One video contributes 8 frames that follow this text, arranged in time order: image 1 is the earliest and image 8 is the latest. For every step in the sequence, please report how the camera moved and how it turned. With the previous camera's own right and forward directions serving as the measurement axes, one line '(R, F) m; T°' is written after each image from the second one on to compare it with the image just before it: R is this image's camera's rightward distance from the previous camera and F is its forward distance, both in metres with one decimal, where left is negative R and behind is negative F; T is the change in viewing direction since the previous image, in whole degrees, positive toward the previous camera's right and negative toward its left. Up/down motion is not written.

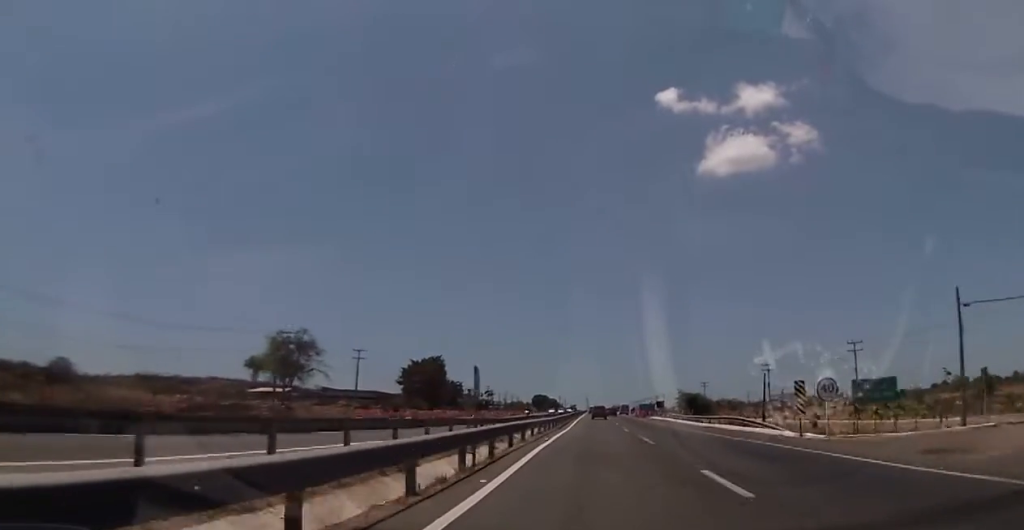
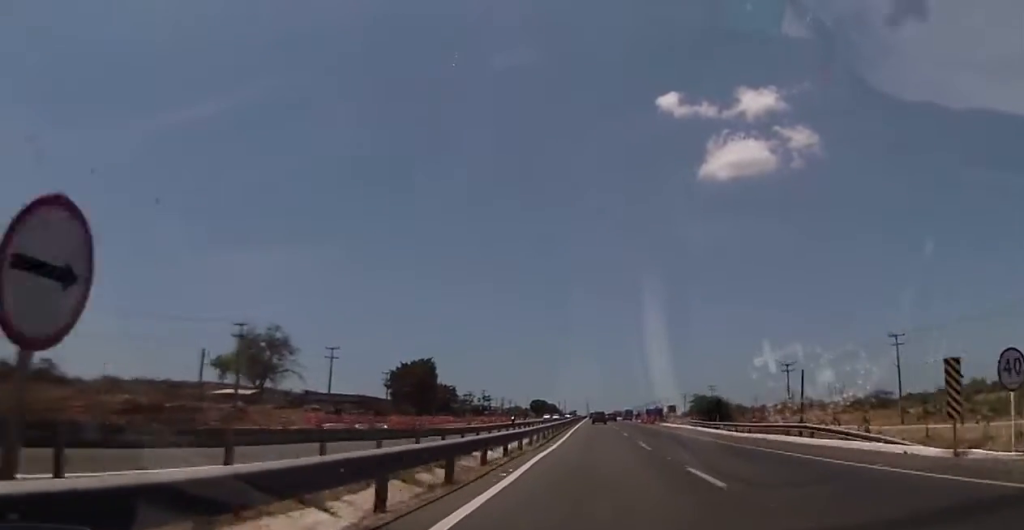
(+0.1, +13.8) m; +1°
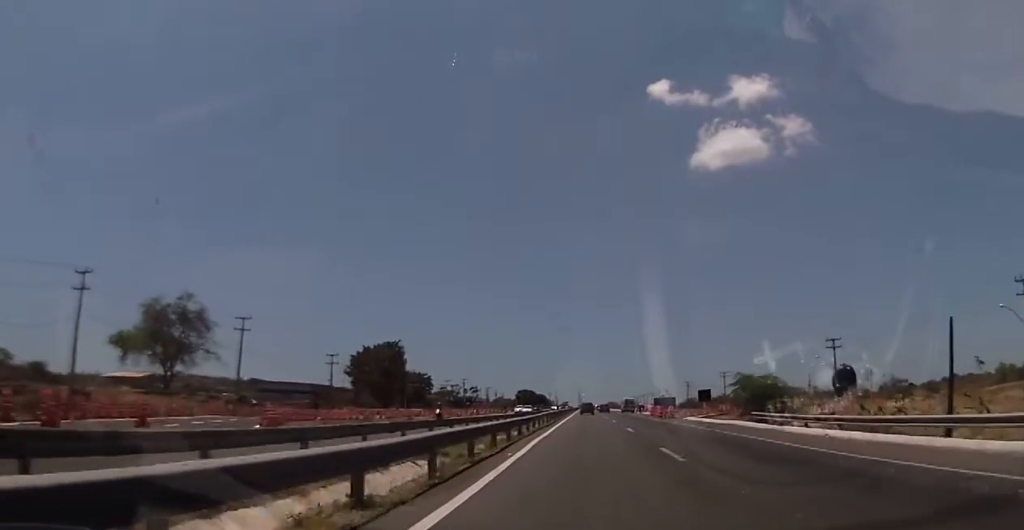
(+0.5, +28.7) m; +1°
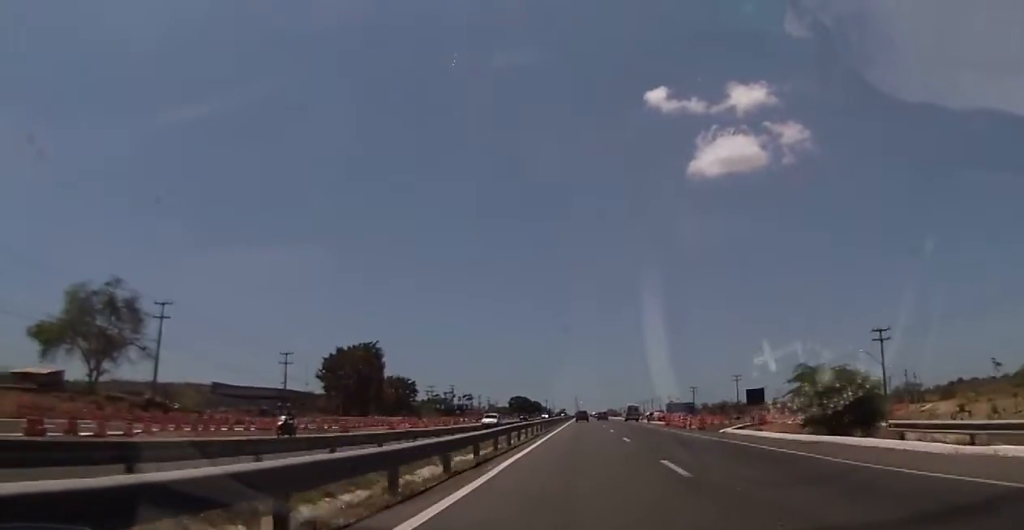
(0.0, +17.6) m; 0°
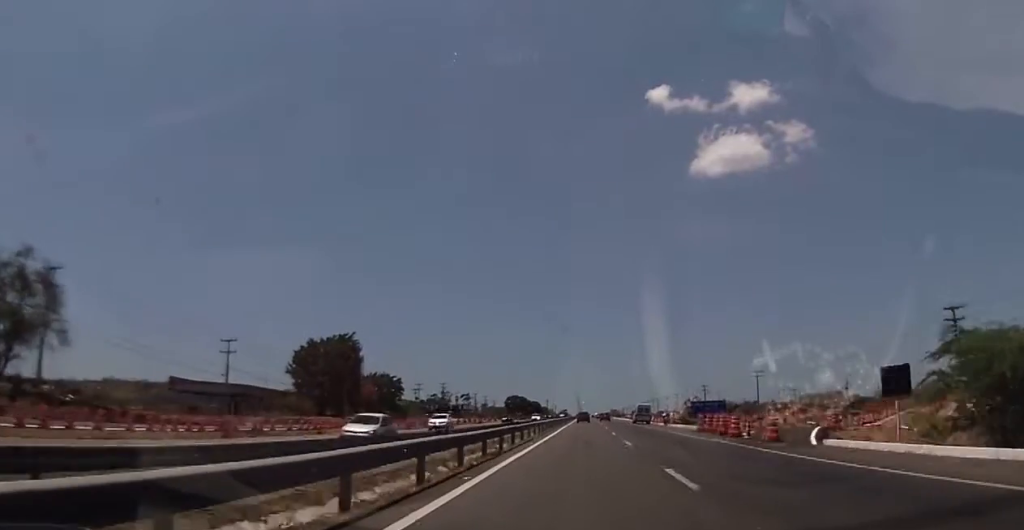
(0.0, +17.7) m; 0°
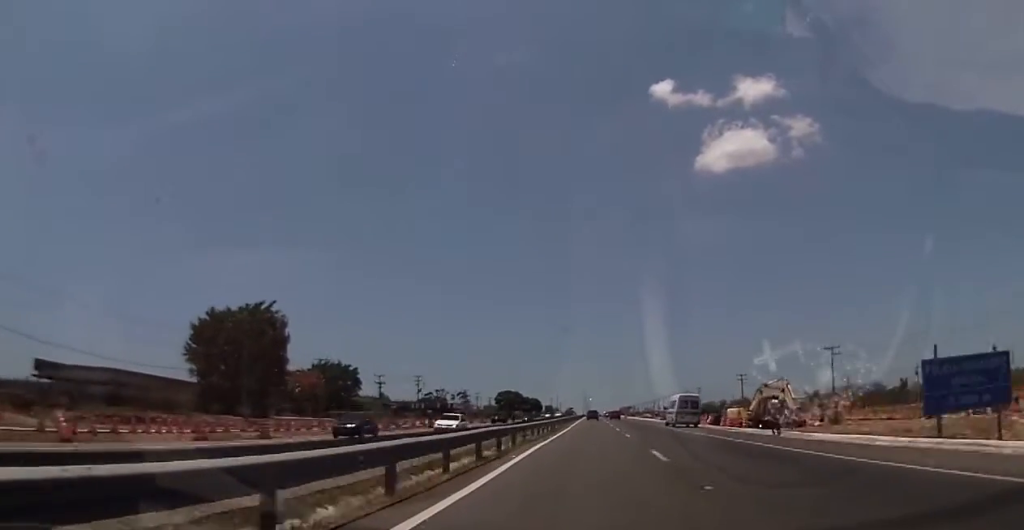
(+0.1, +41.2) m; 0°
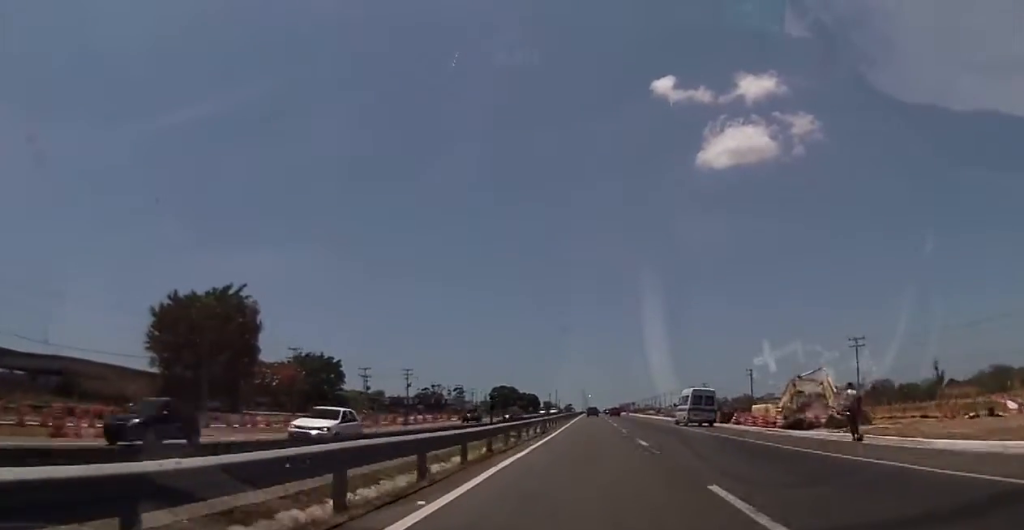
(0.0, +10.1) m; 0°
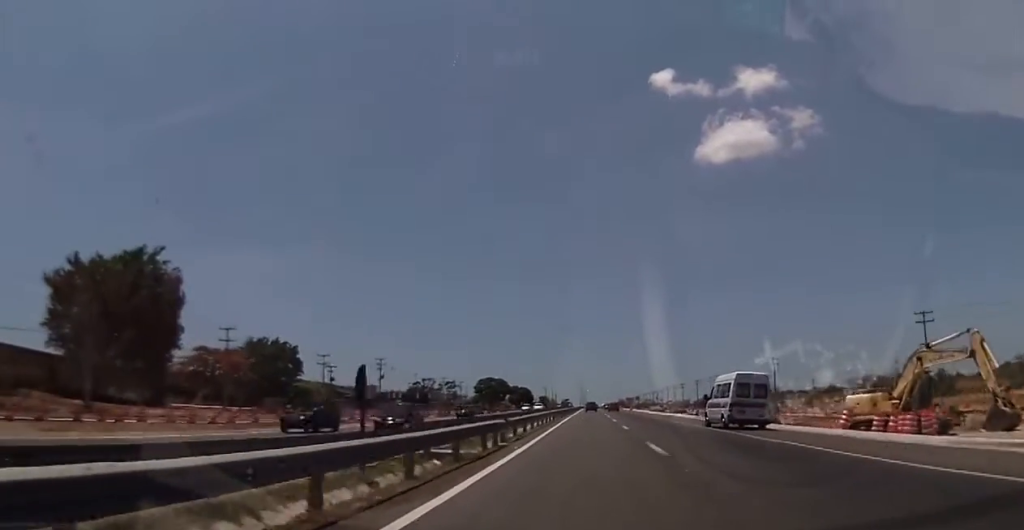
(0.0, +20.8) m; 0°
